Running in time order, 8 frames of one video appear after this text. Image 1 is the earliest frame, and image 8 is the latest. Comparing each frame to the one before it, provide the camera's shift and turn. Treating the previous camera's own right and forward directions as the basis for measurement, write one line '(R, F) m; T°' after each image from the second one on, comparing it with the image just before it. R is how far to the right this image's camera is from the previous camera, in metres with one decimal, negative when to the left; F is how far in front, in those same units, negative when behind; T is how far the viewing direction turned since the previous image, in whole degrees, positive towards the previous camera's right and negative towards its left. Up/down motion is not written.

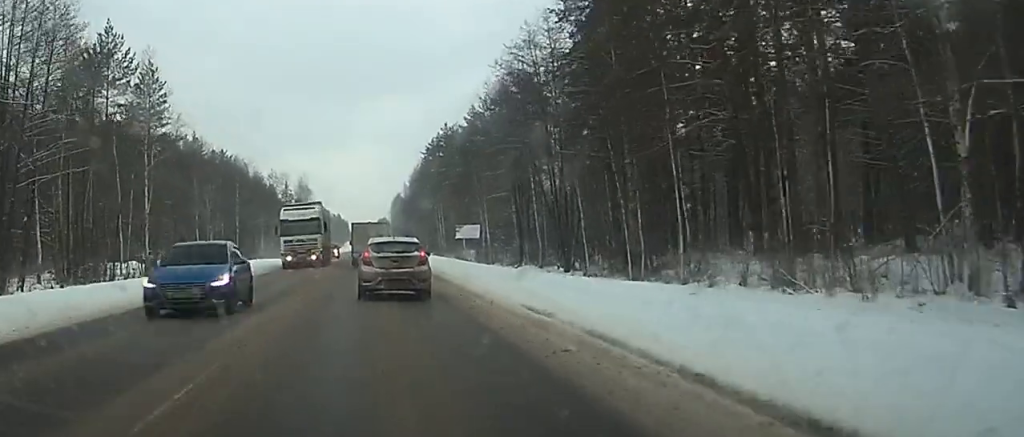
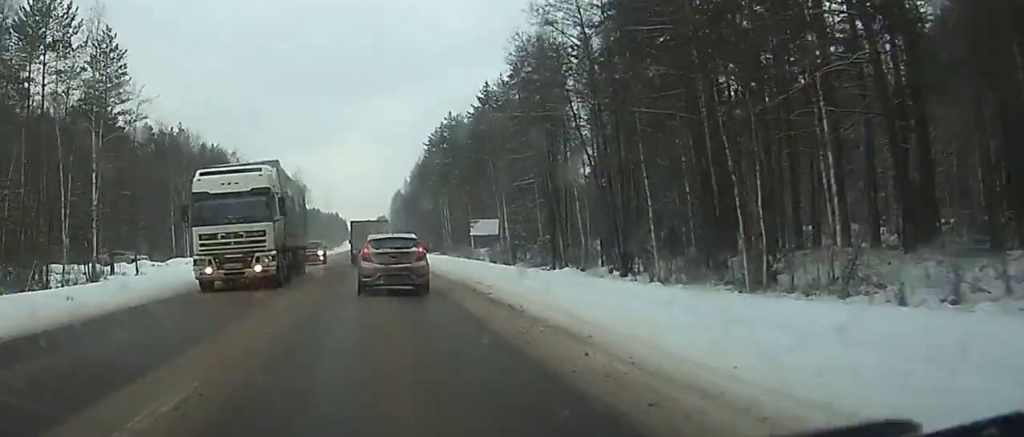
(0.0, +12.1) m; 0°
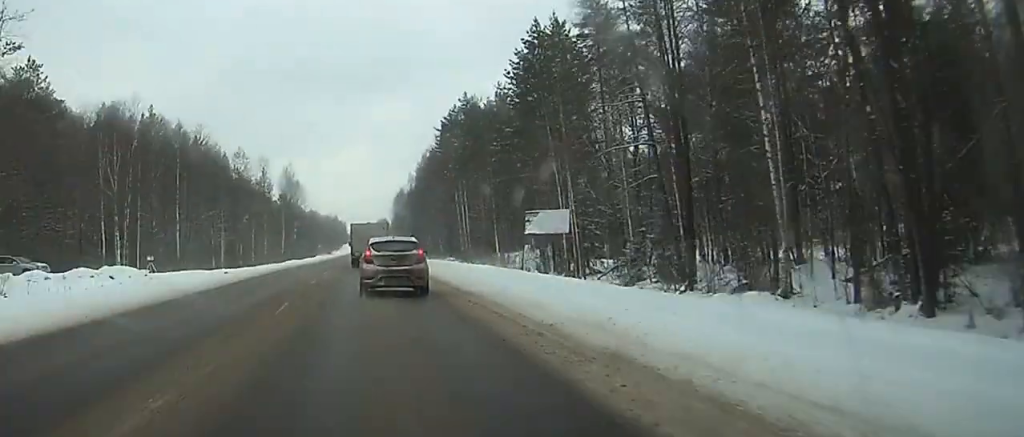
(0.0, +23.0) m; 0°
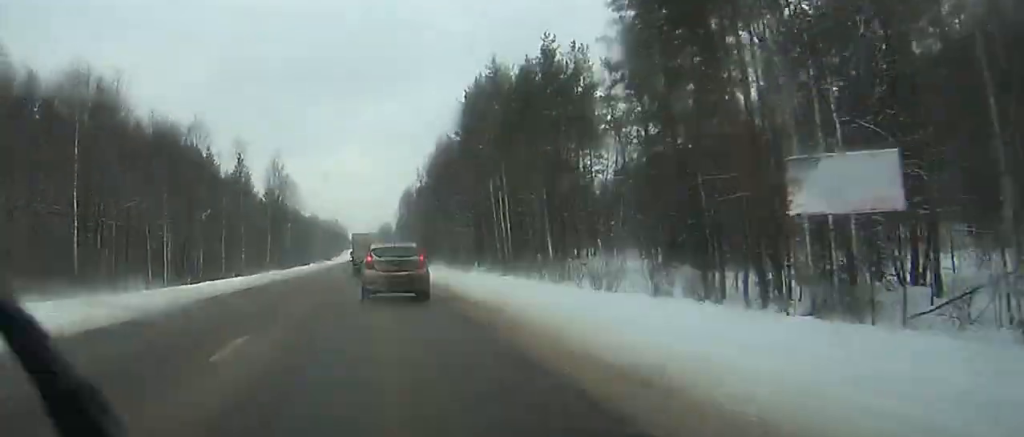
(+0.3, +26.1) m; +1°
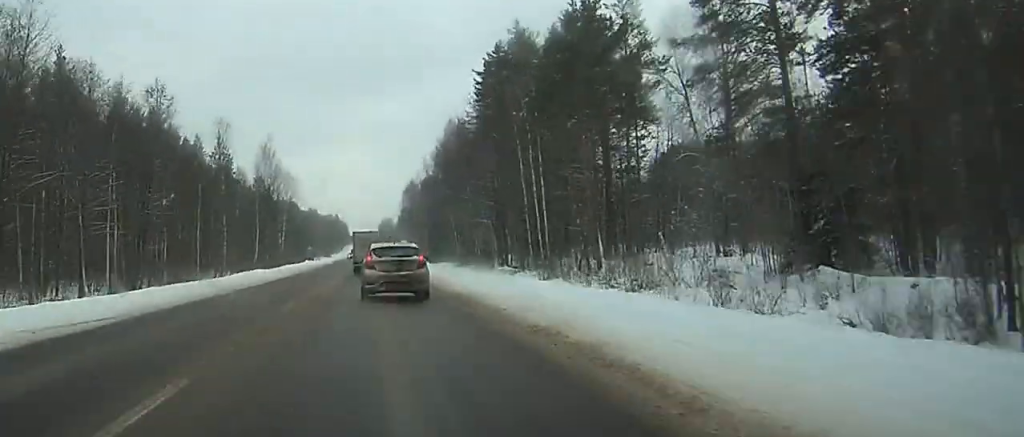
(+0.1, +14.1) m; 0°
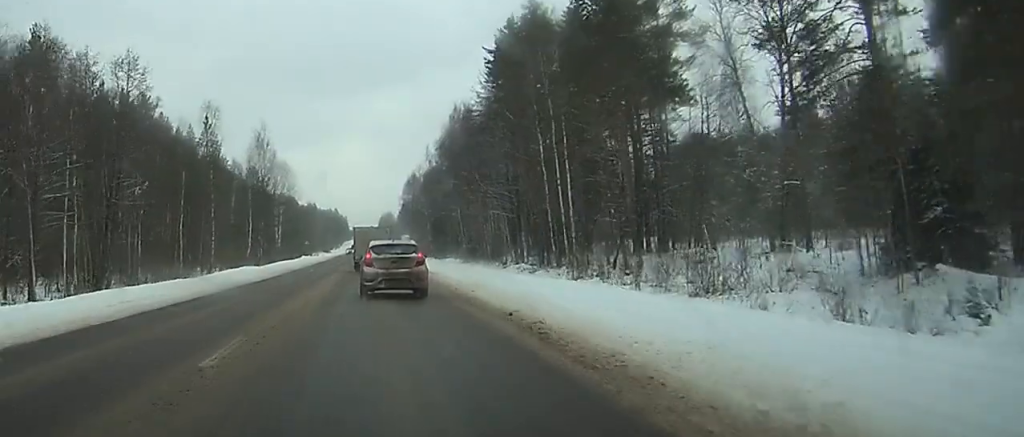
(0.0, +9.2) m; 0°
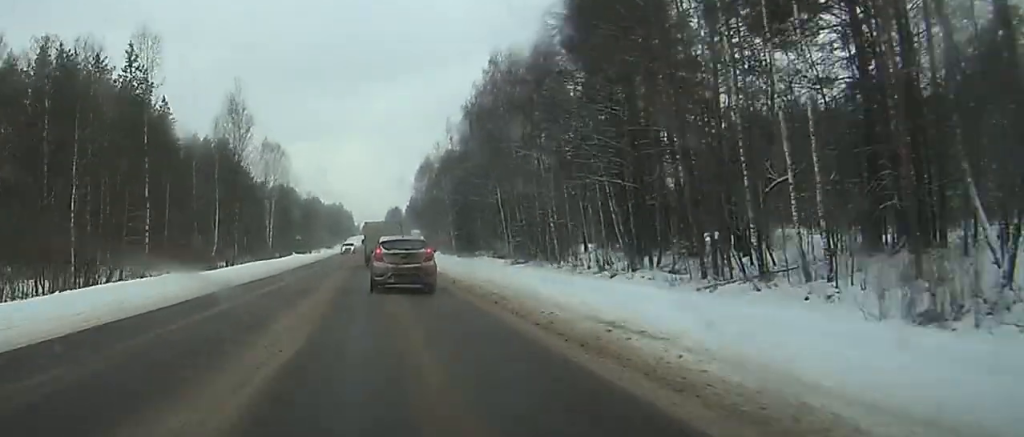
(-0.1, +37.7) m; 0°
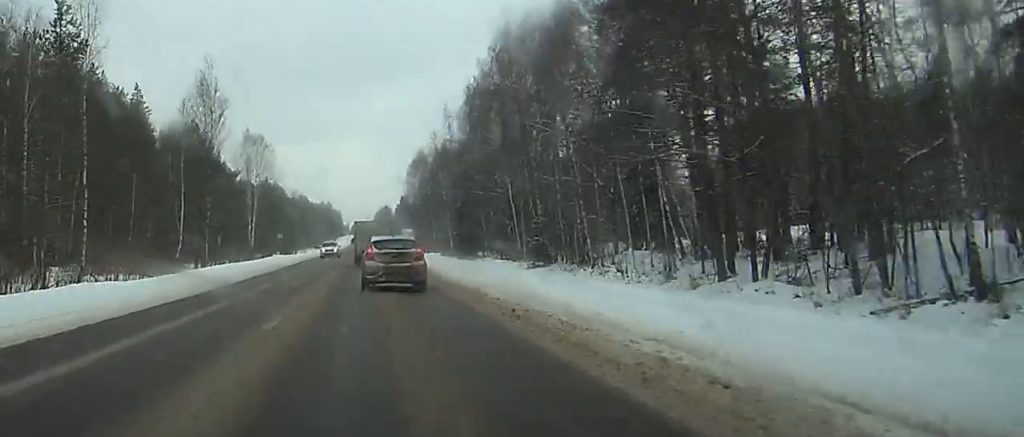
(0.0, +14.6) m; 0°
